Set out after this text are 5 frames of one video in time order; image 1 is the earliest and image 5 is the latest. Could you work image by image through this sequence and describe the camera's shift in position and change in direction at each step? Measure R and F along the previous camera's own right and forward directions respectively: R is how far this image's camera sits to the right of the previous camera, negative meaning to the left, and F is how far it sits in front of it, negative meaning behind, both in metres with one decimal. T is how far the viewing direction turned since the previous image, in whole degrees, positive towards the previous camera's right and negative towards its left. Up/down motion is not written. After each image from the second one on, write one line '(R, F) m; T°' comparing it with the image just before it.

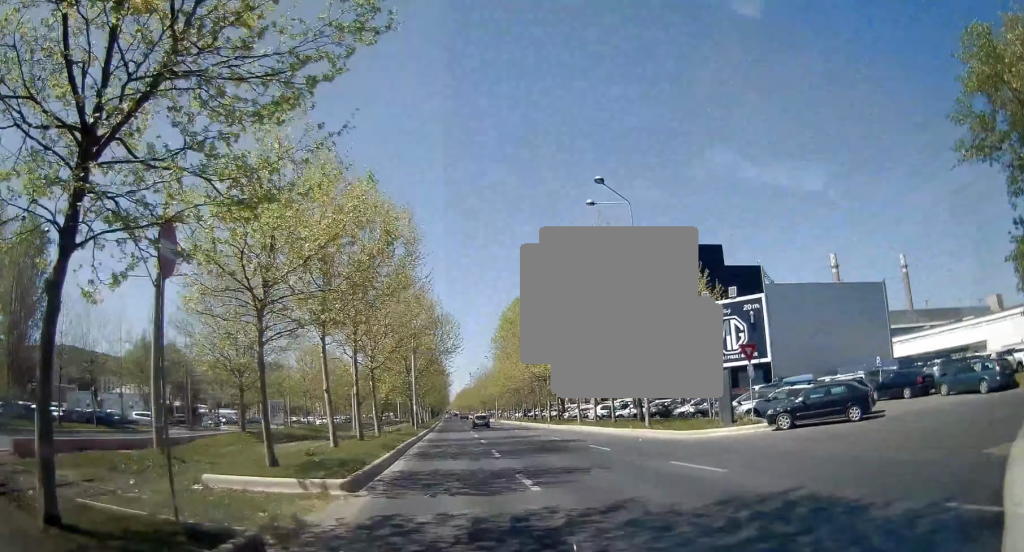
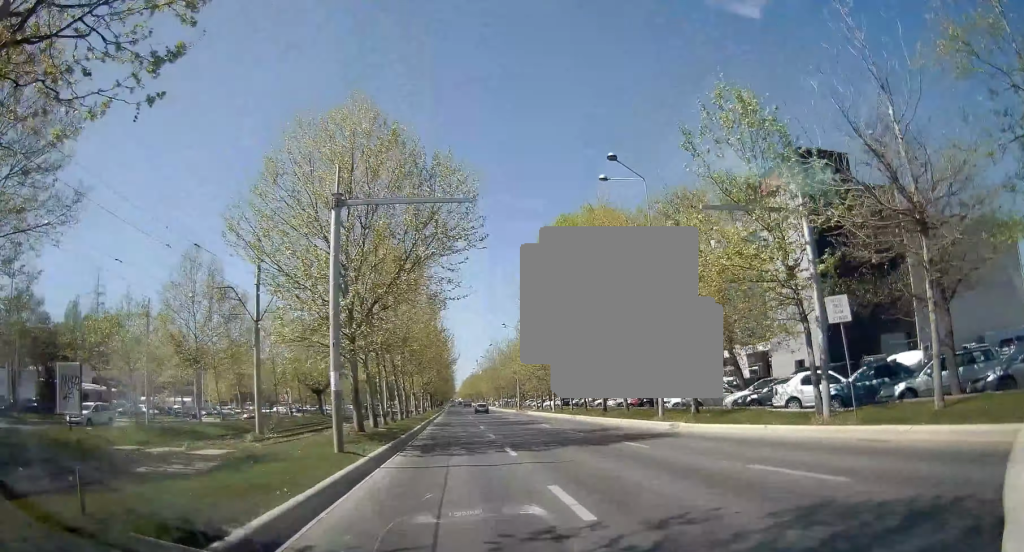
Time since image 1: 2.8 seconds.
(+0.1, +29.5) m; -1°
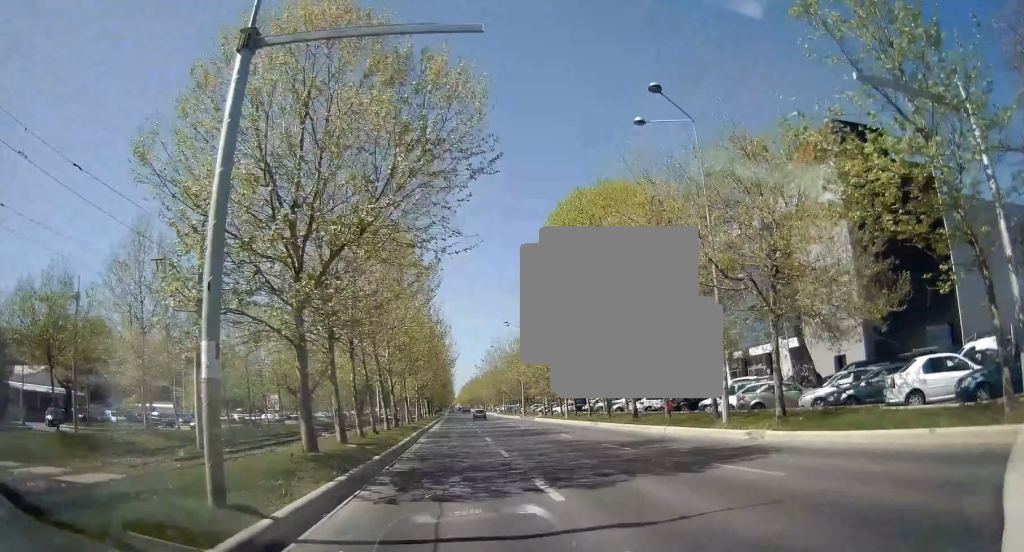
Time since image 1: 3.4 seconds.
(0.0, +7.2) m; 0°
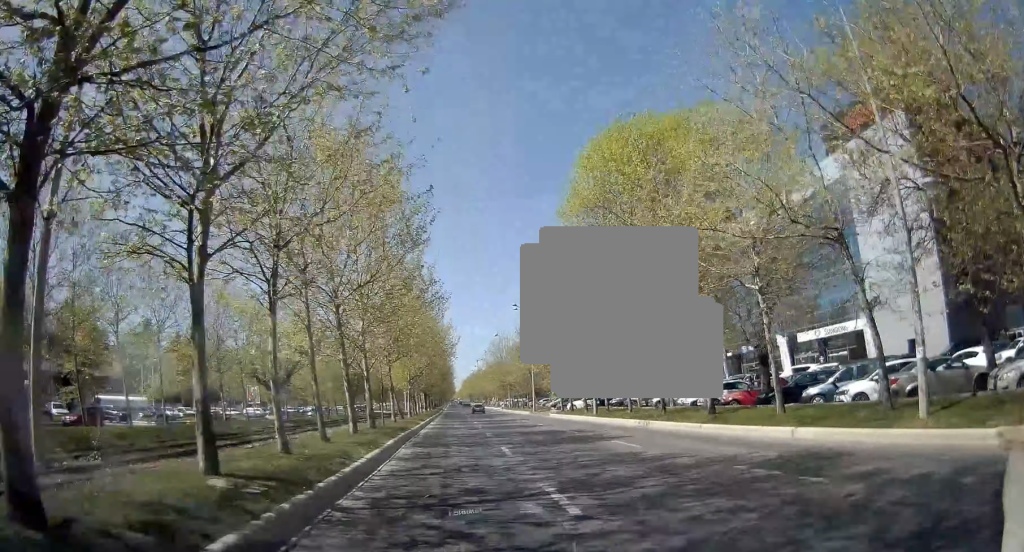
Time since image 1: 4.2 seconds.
(-0.1, +10.2) m; +1°
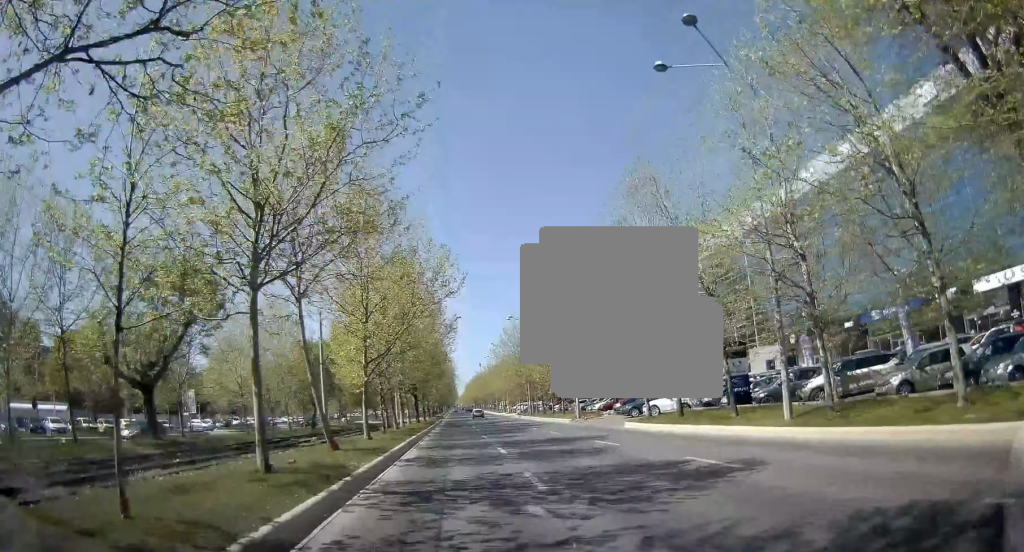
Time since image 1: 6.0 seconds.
(0.0, +22.7) m; -2°
